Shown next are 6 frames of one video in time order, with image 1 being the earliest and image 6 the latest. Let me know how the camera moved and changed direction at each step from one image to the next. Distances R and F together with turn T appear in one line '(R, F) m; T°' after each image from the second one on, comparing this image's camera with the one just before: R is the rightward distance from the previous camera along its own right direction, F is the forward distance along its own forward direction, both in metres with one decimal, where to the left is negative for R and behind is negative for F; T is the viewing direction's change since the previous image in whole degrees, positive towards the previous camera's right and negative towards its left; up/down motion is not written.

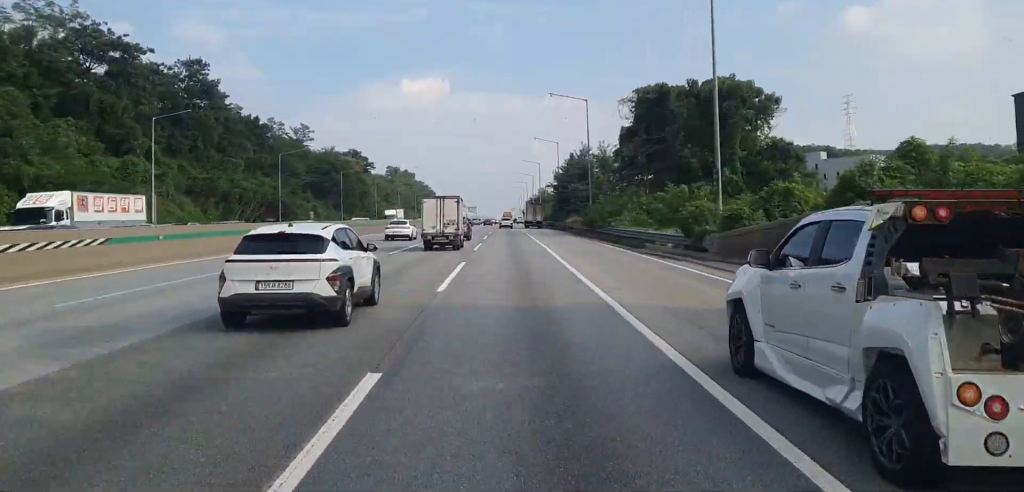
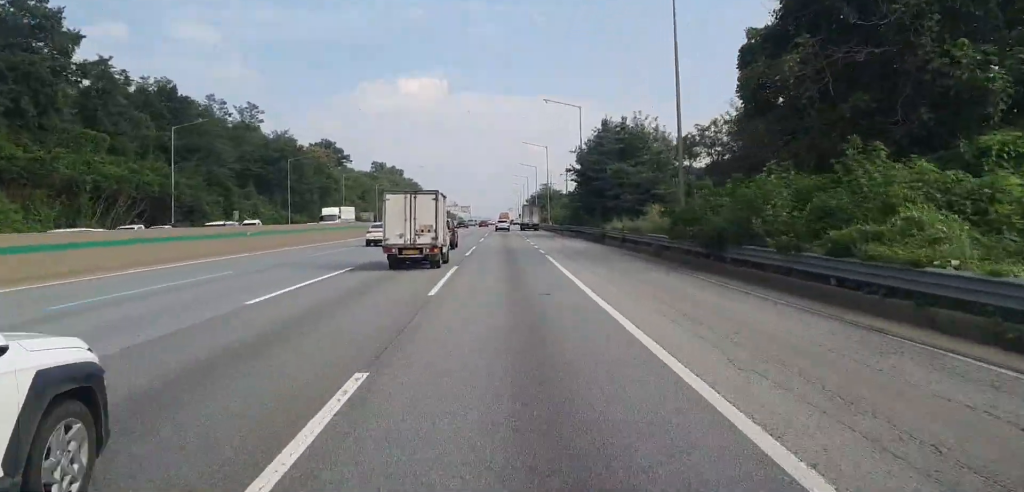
(-0.3, +36.9) m; 0°
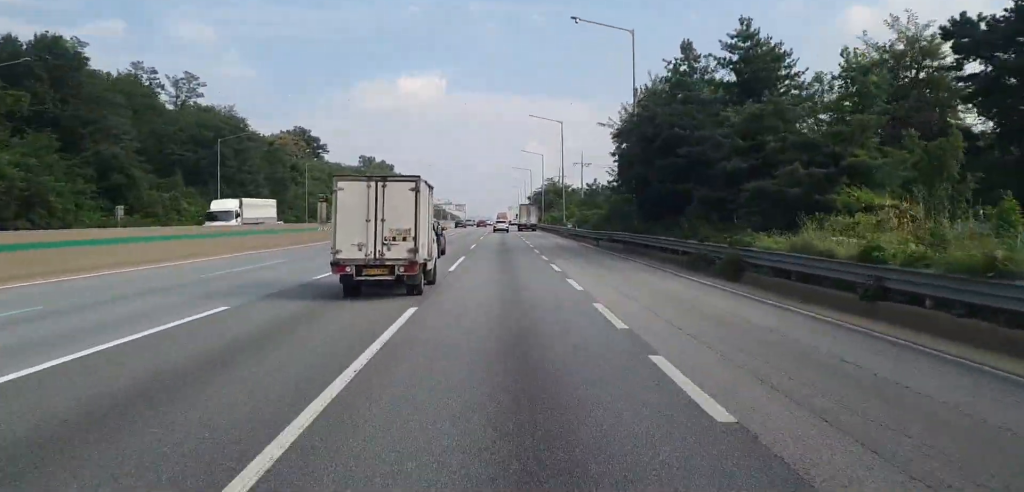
(+0.3, +30.1) m; +1°
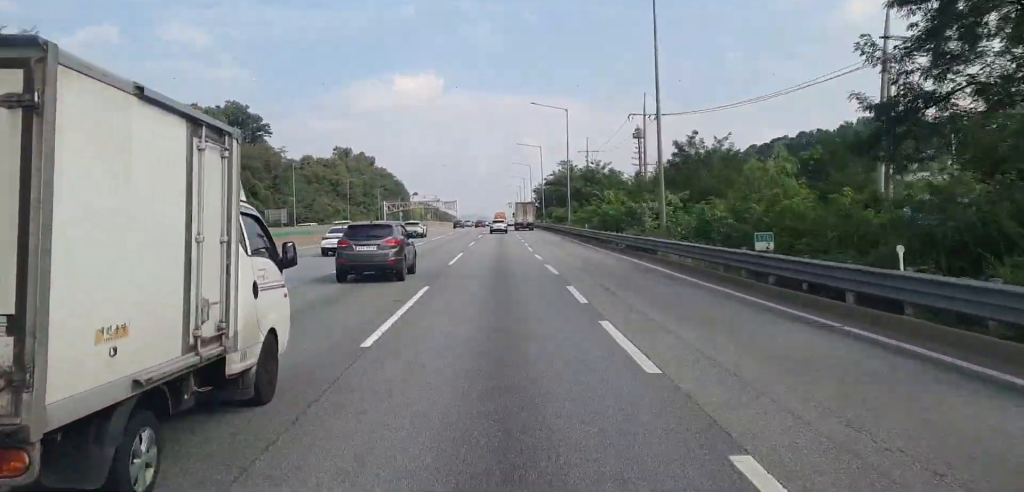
(+0.5, +51.9) m; 0°
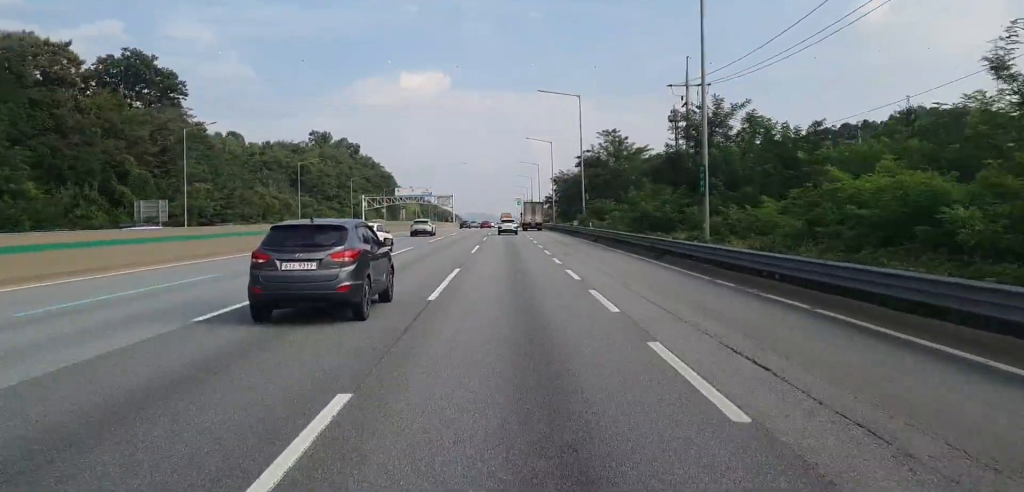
(-0.2, +47.2) m; 0°
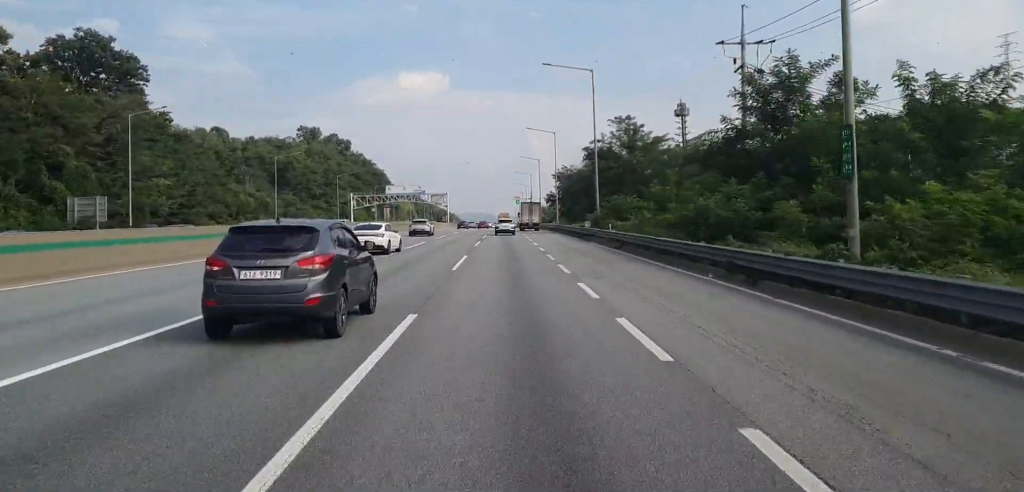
(-0.1, +11.7) m; 0°
